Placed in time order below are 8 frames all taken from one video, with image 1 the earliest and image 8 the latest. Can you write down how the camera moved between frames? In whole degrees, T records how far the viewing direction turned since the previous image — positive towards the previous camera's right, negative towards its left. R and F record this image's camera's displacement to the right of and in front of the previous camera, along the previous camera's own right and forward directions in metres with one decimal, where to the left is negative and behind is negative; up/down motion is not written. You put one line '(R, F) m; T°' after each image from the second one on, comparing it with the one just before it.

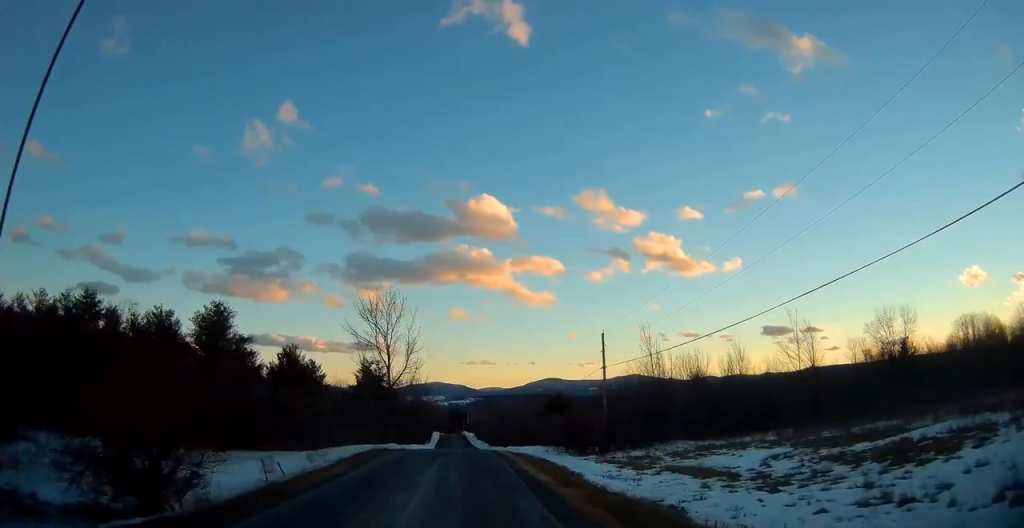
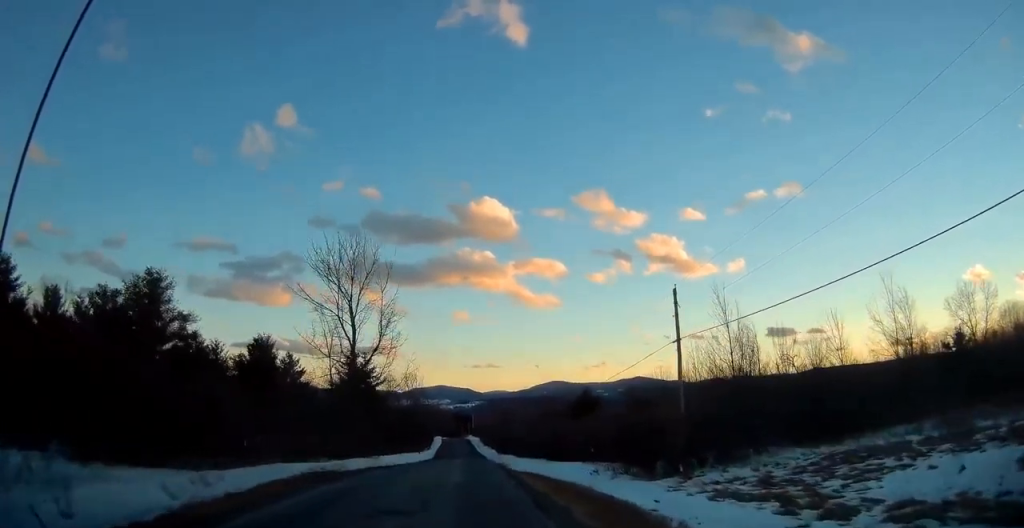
(0.0, +16.2) m; 0°
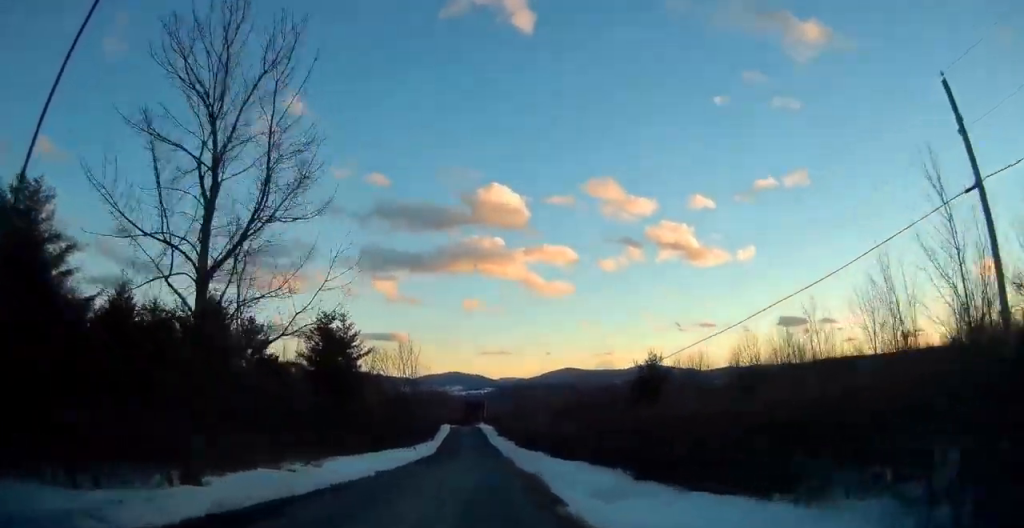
(0.0, +20.8) m; 0°
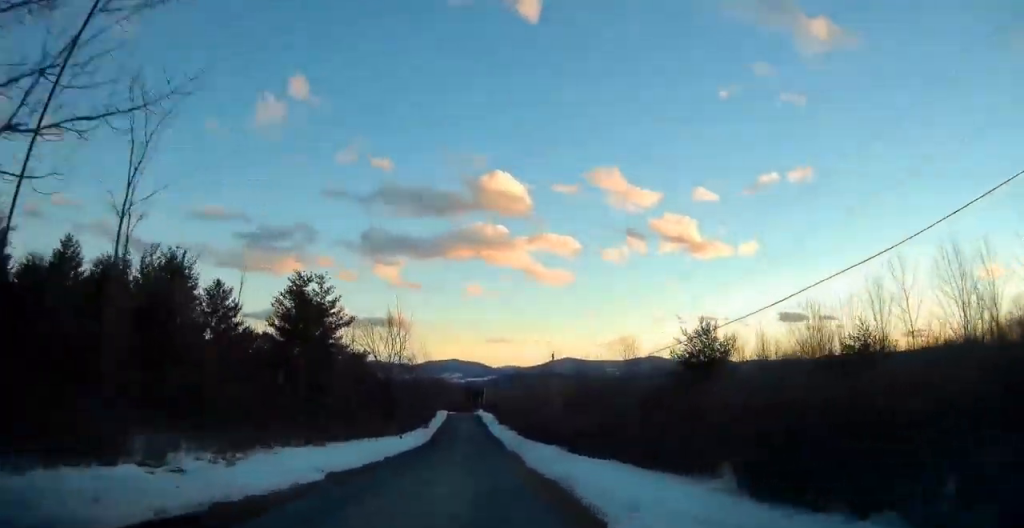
(+0.1, +10.2) m; -1°
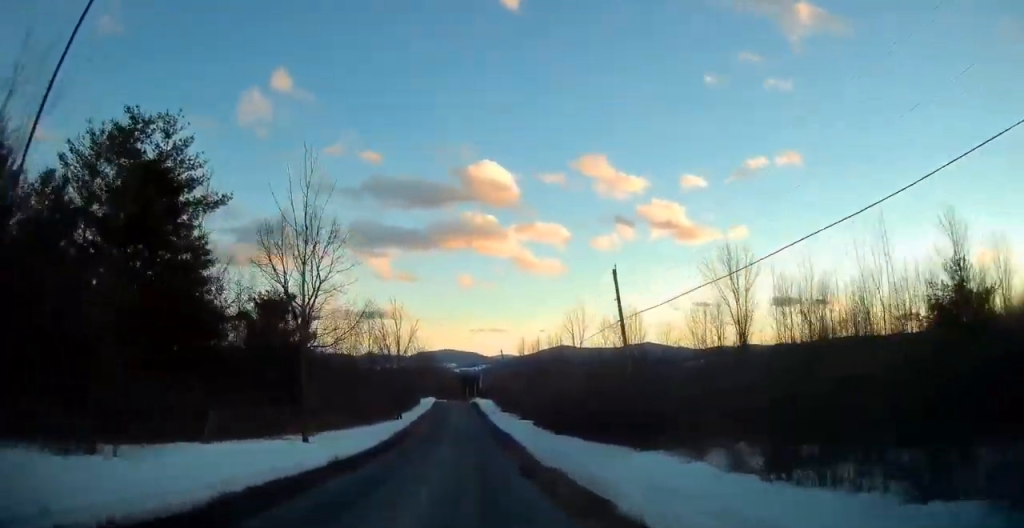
(-0.6, +28.0) m; -1°
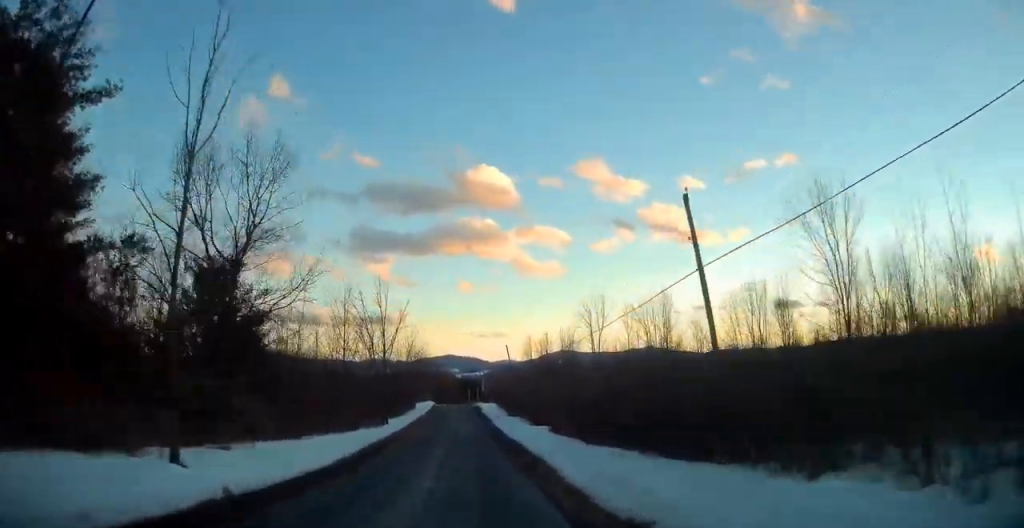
(0.0, +10.7) m; 0°
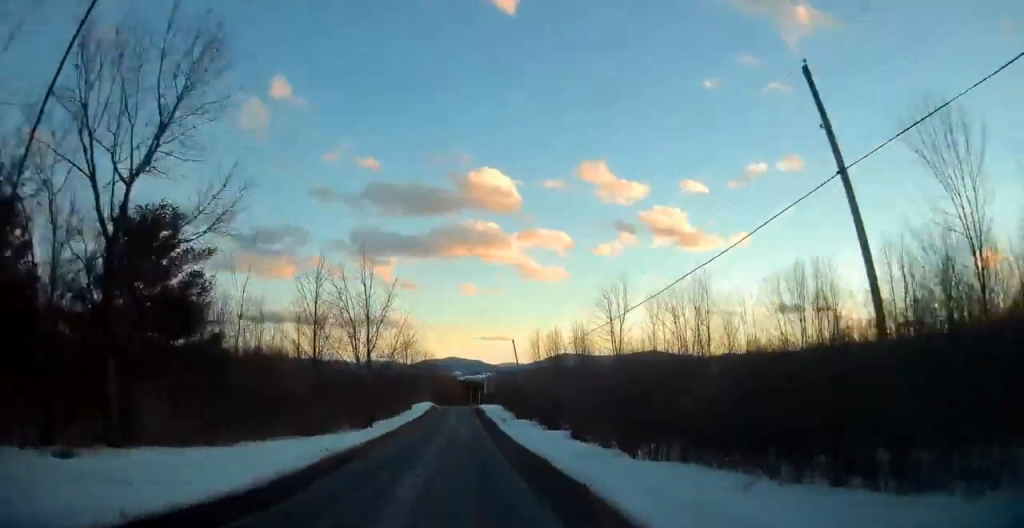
(+0.2, +8.5) m; 0°
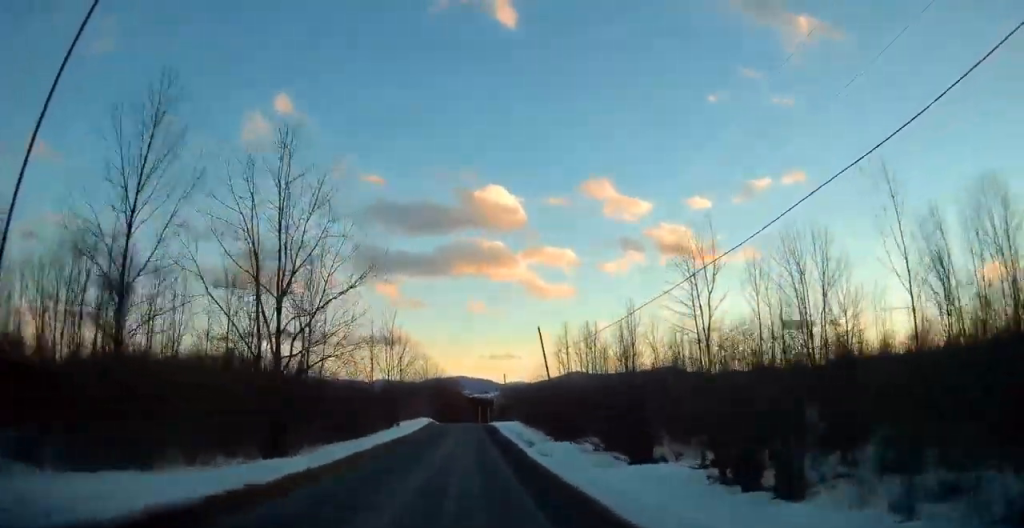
(-0.2, +20.7) m; -1°
